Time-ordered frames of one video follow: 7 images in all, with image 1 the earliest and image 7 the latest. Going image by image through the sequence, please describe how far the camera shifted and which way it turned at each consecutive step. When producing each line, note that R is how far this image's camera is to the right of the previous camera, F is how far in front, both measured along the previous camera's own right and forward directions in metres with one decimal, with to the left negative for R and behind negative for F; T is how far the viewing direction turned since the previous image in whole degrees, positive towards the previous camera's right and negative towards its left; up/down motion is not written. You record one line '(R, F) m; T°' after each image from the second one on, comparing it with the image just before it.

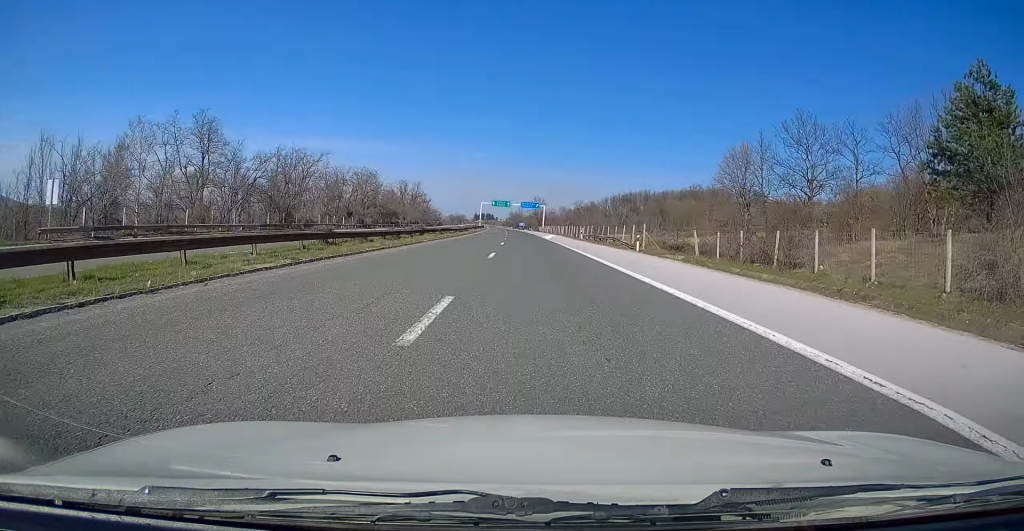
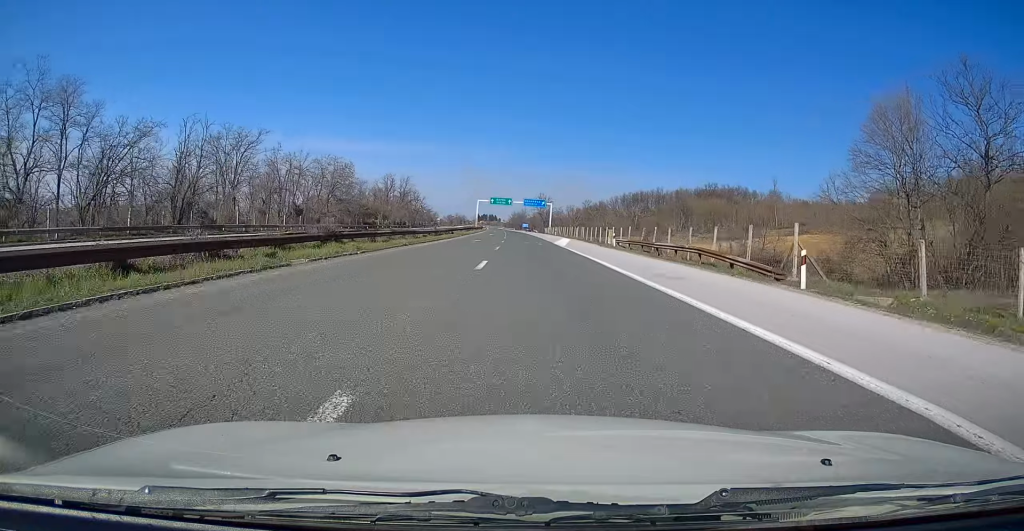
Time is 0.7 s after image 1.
(-0.2, +21.8) m; -1°
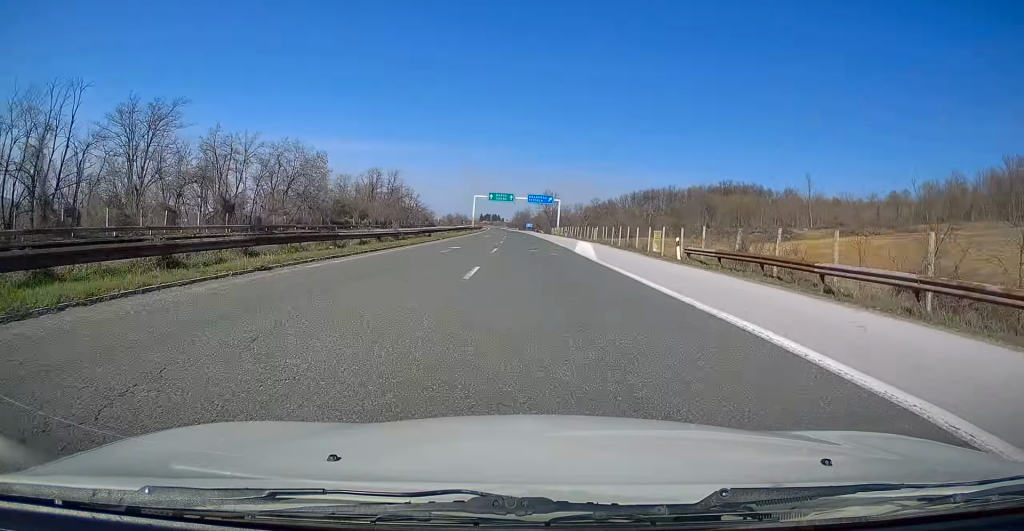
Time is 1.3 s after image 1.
(-0.1, +17.6) m; 0°
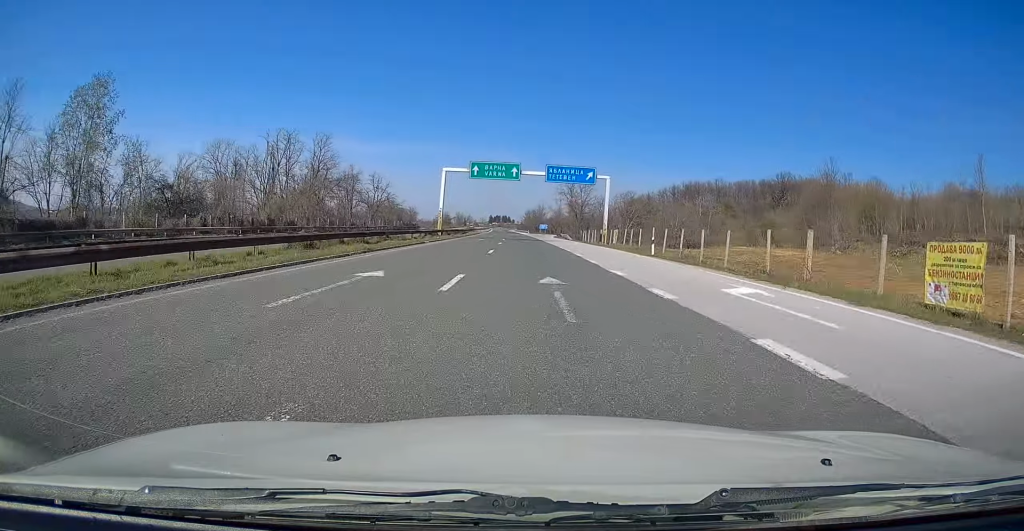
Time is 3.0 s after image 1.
(0.0, +55.0) m; 0°
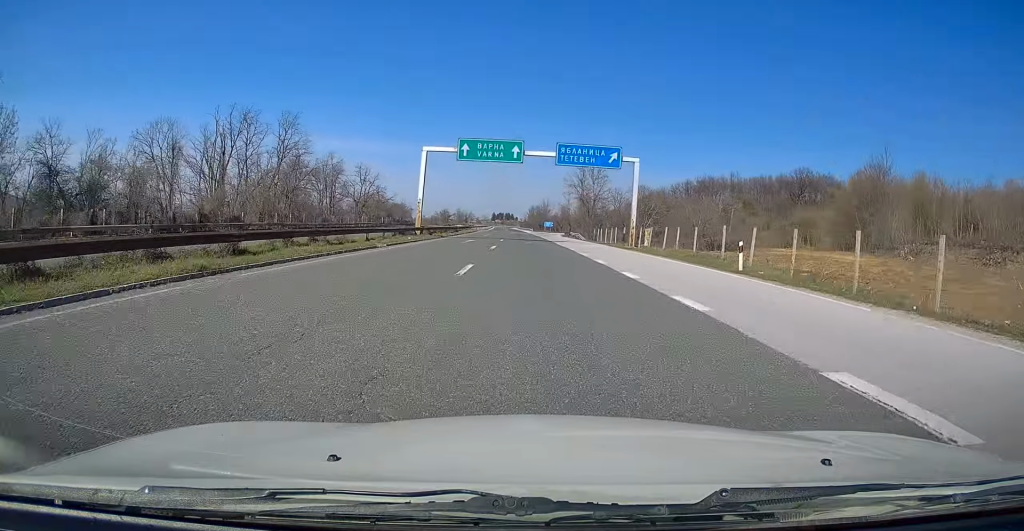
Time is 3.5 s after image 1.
(0.0, +13.5) m; 0°
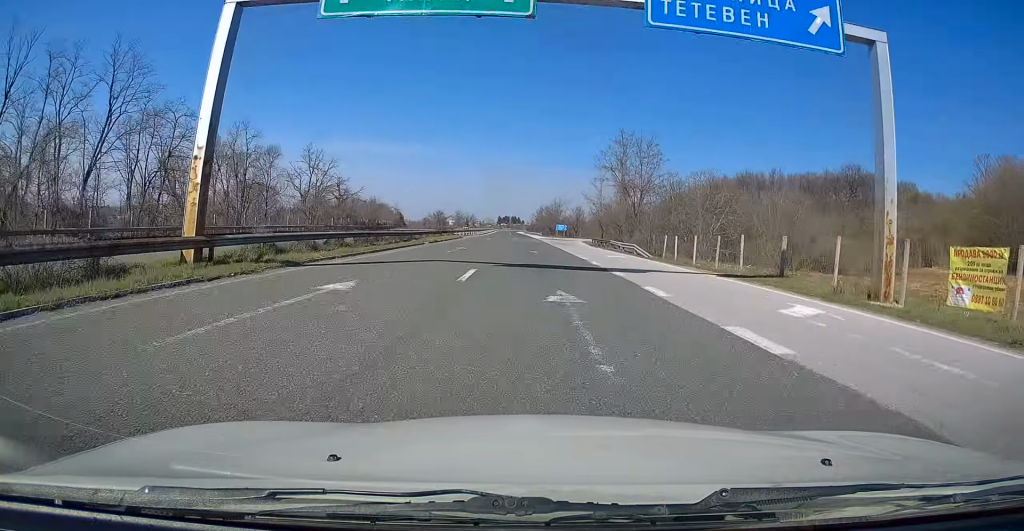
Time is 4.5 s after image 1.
(-0.2, +32.1) m; 0°
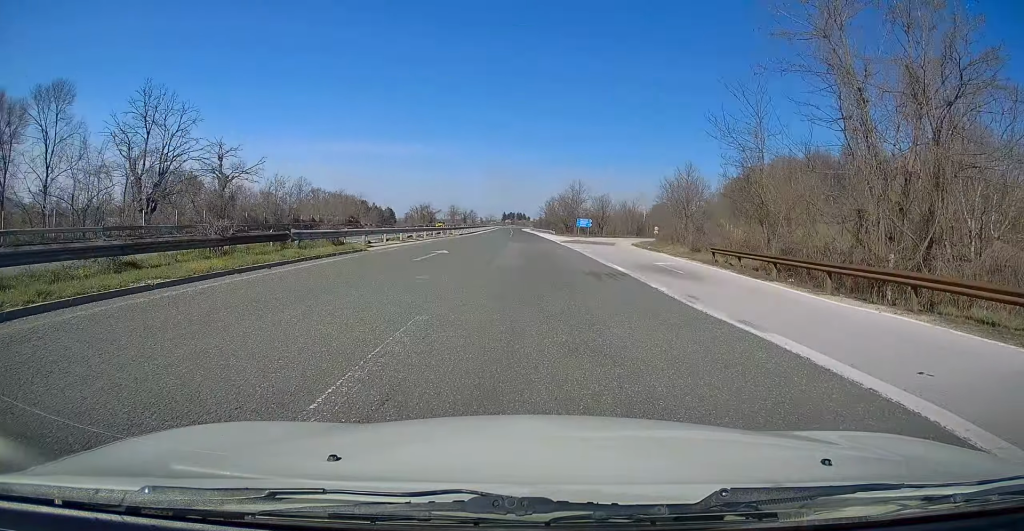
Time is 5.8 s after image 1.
(-0.3, +41.4) m; -1°
